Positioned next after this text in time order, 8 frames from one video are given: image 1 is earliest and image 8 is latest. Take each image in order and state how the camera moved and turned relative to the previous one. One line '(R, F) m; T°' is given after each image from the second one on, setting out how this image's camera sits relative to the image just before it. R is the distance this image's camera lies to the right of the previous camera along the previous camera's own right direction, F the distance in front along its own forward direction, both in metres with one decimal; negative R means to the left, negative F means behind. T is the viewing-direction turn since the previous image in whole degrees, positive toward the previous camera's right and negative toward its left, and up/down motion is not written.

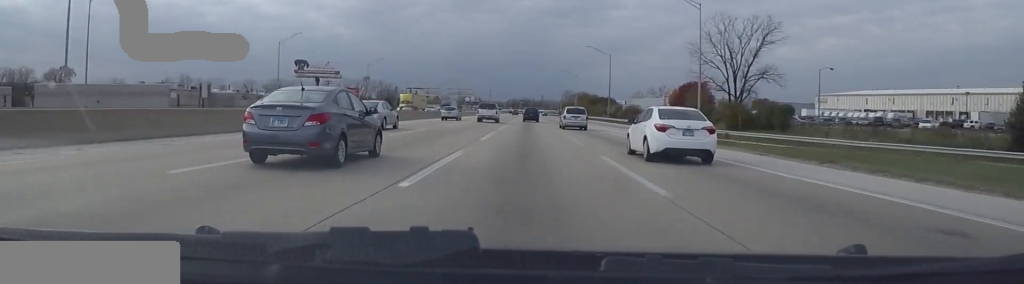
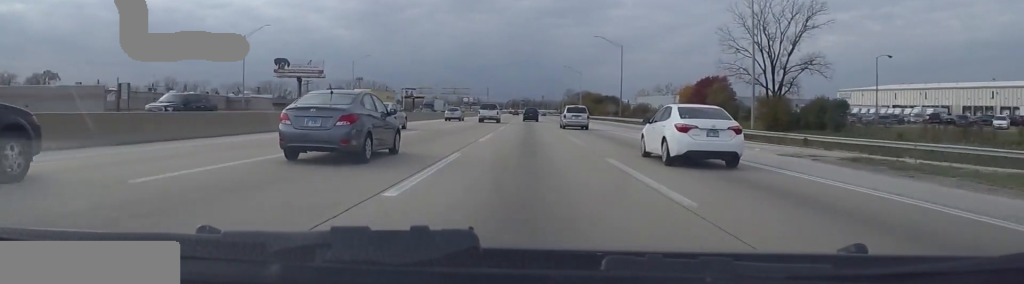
(+0.5, +16.1) m; +1°
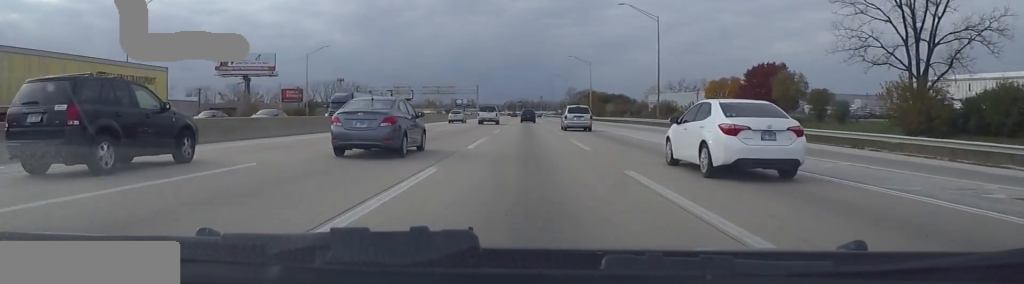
(+0.2, +34.3) m; 0°
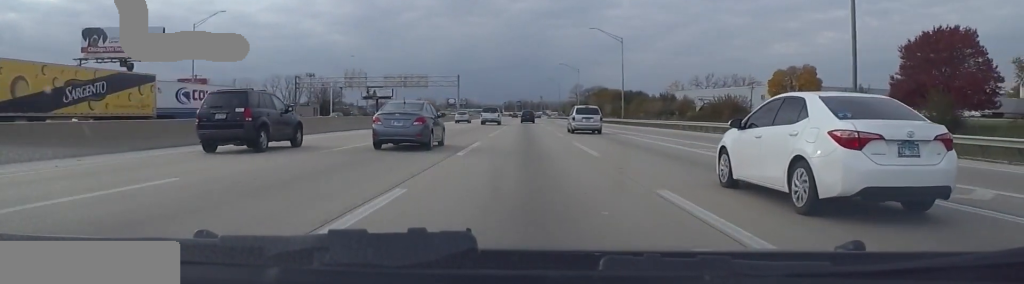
(+0.3, +48.6) m; 0°
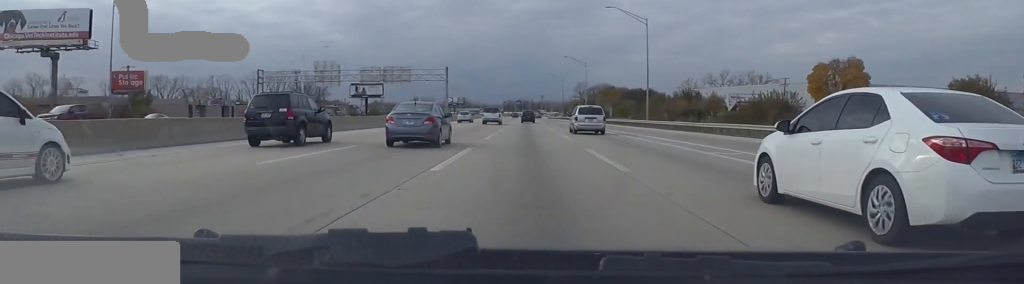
(0.0, +19.5) m; -1°
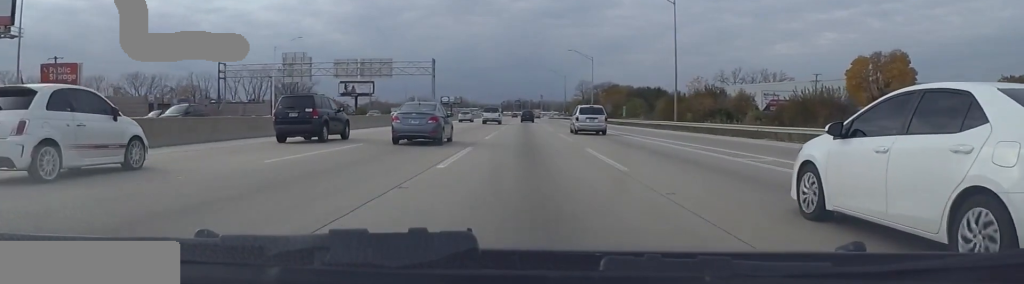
(+0.1, +15.0) m; -2°
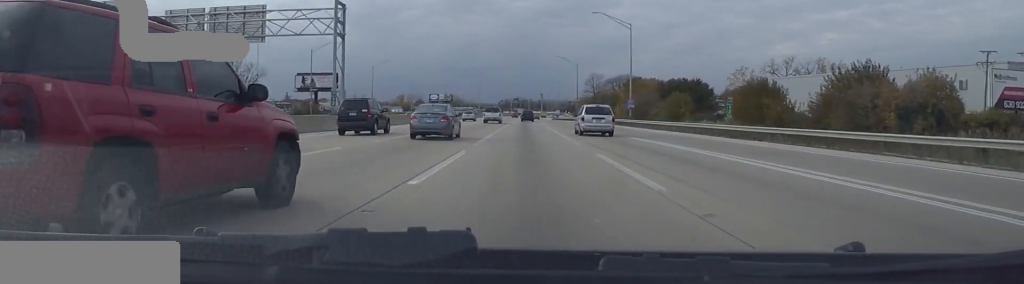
(-1.2, +47.5) m; 0°
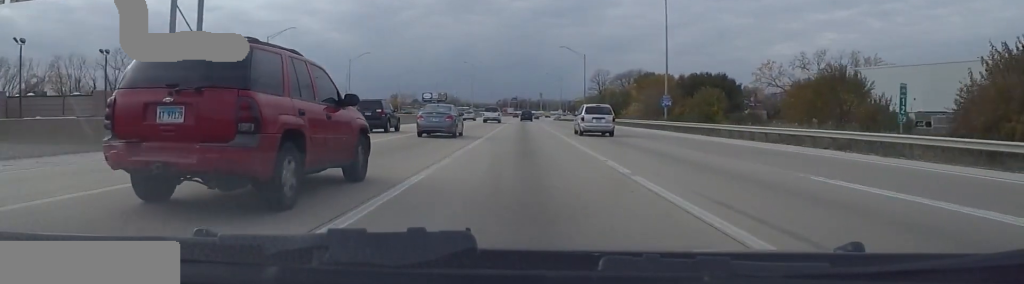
(+0.7, +21.5) m; +2°
